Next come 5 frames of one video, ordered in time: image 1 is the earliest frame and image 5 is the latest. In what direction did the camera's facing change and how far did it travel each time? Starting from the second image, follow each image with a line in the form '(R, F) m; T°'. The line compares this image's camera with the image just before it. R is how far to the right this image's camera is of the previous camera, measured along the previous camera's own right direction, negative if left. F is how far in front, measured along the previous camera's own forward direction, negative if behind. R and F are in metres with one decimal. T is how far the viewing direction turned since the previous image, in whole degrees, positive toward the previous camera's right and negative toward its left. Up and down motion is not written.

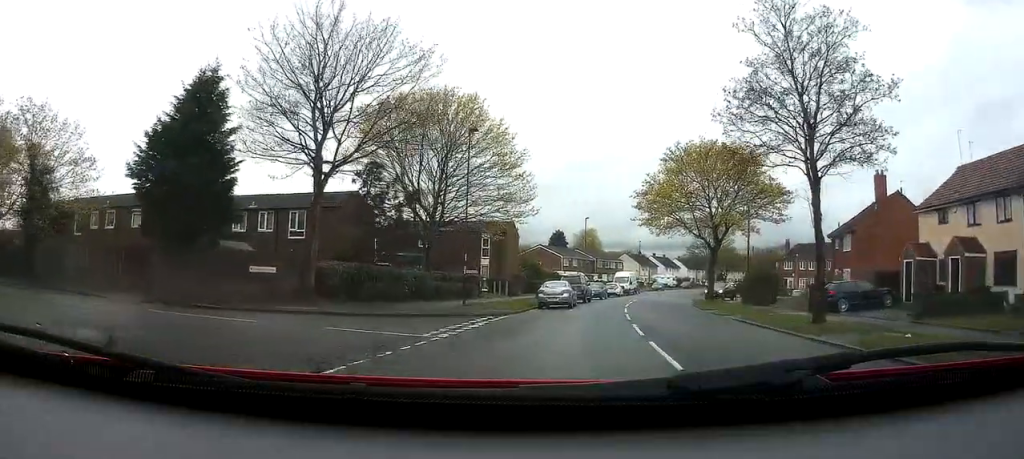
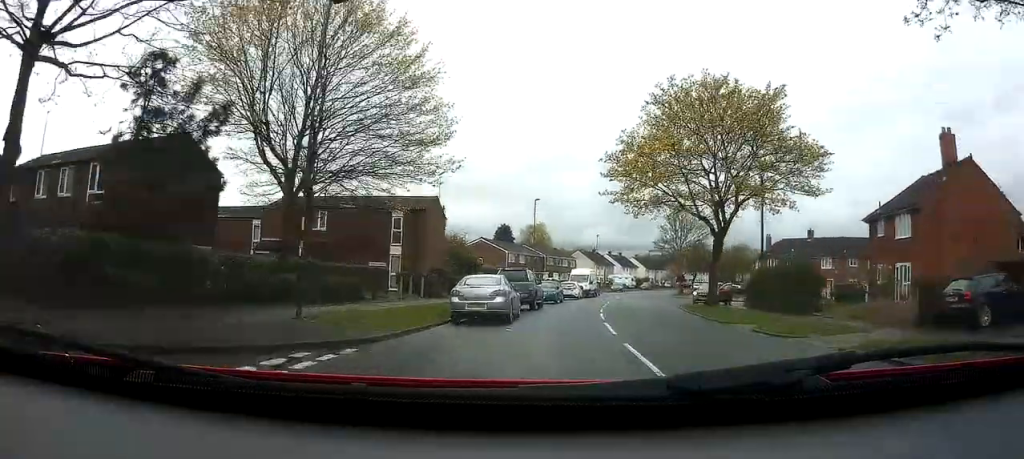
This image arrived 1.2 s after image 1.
(+0.3, +13.3) m; +2°
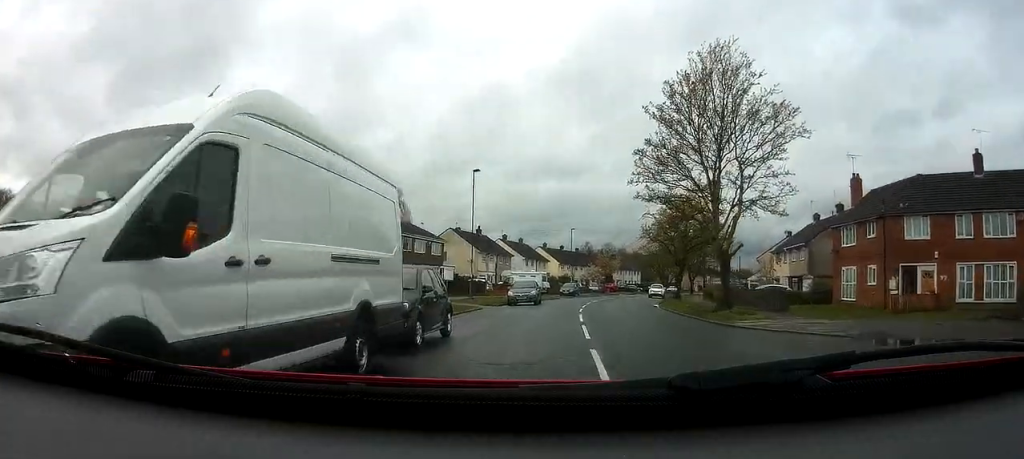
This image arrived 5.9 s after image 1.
(+6.3, +49.4) m; +13°
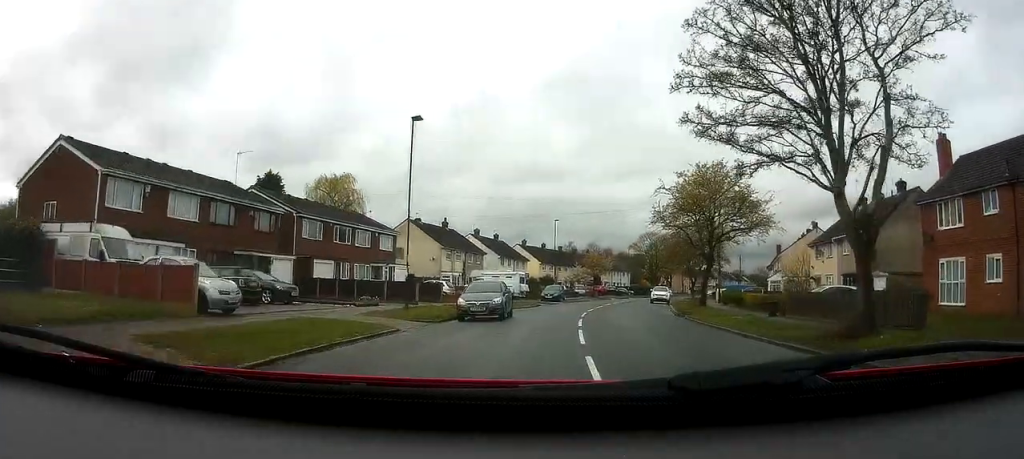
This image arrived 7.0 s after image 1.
(-0.3, +12.5) m; 0°
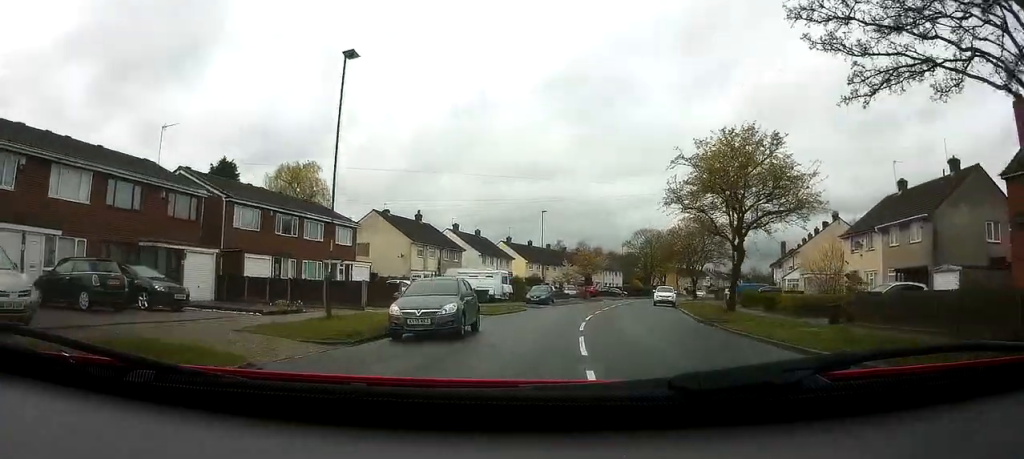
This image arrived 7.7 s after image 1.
(+0.2, +7.5) m; 0°
